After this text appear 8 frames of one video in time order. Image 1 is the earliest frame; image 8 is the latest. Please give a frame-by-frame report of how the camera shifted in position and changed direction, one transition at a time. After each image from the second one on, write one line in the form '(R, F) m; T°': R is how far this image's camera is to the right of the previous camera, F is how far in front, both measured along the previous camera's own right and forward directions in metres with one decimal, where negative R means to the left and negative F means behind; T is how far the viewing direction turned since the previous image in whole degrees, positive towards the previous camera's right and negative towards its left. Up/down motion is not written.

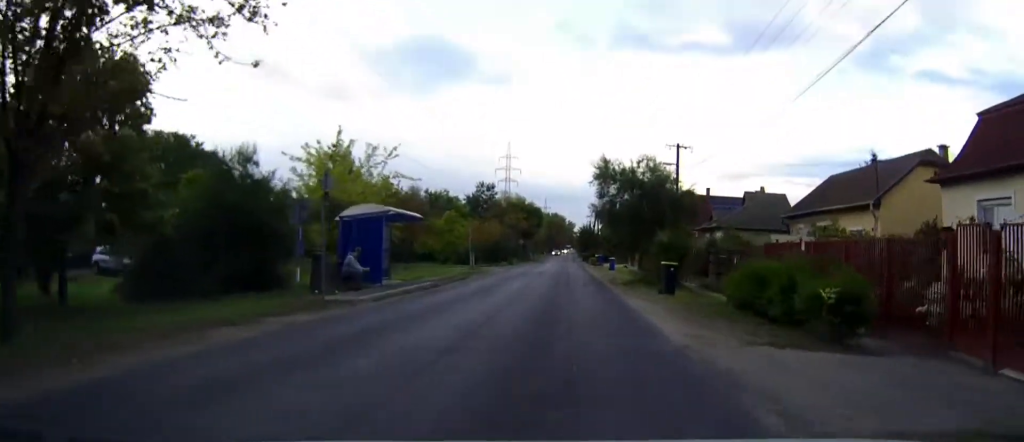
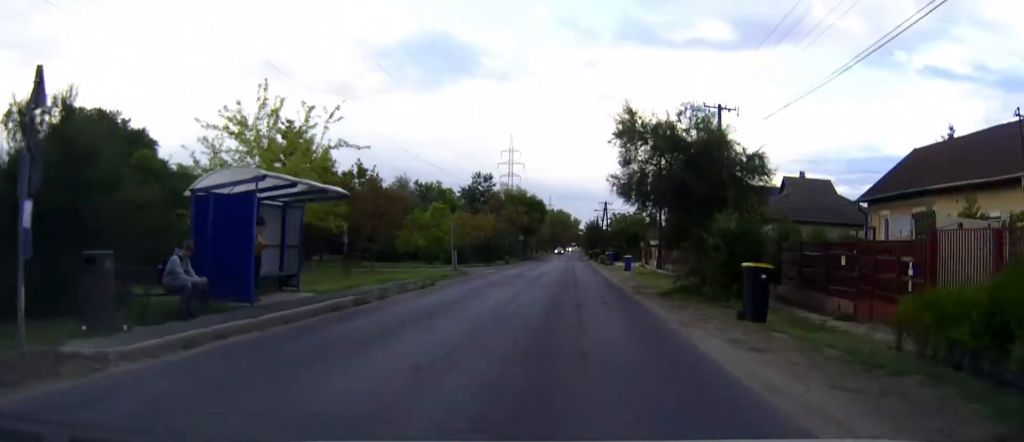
(0.0, +9.7) m; 0°
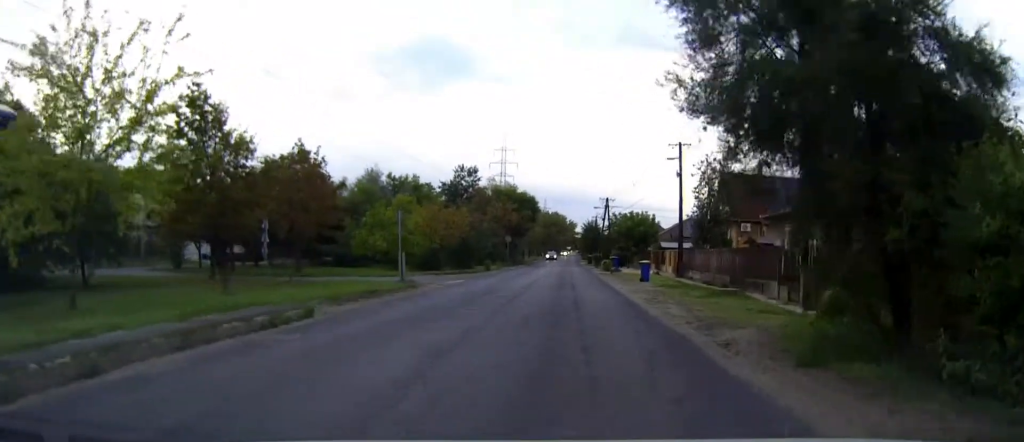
(0.0, +11.5) m; 0°
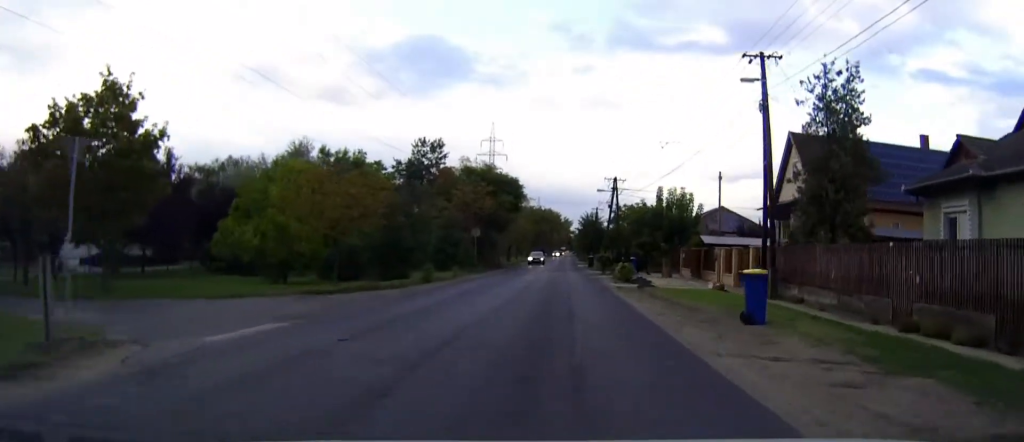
(+0.2, +19.8) m; +1°
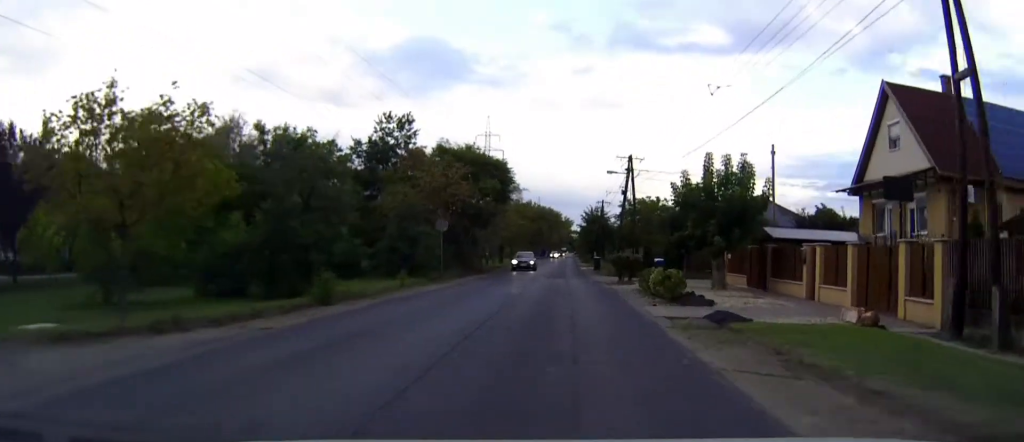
(0.0, +12.2) m; 0°
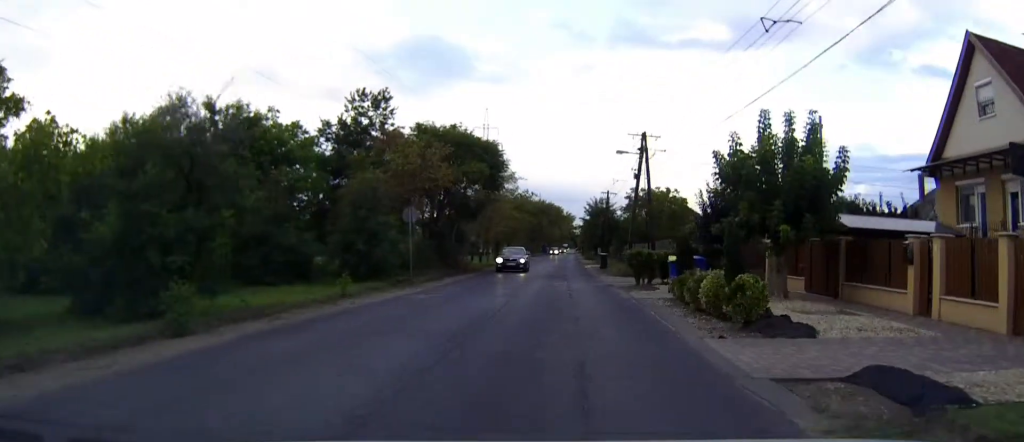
(0.0, +6.3) m; 0°
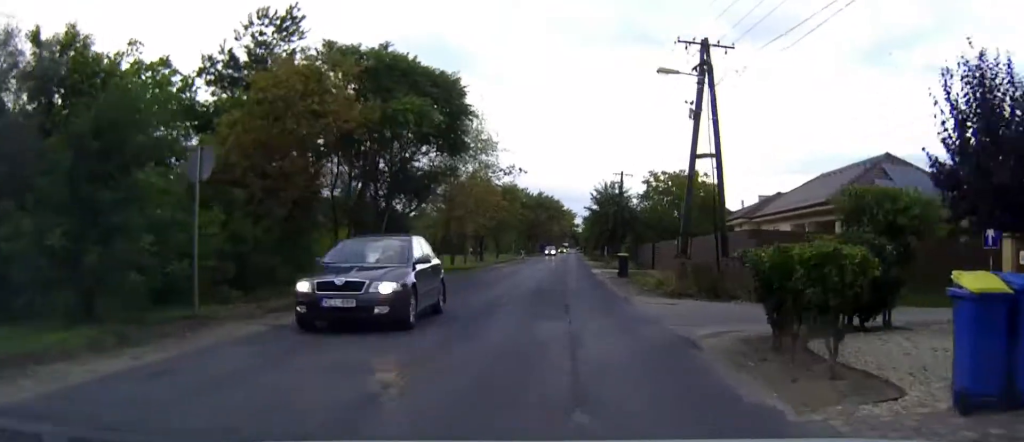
(0.0, +15.9) m; 0°
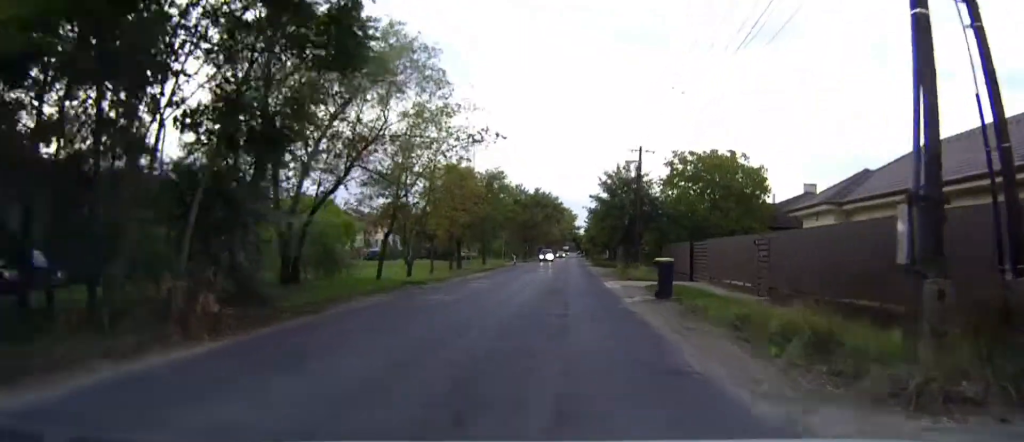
(0.0, +13.7) m; 0°
